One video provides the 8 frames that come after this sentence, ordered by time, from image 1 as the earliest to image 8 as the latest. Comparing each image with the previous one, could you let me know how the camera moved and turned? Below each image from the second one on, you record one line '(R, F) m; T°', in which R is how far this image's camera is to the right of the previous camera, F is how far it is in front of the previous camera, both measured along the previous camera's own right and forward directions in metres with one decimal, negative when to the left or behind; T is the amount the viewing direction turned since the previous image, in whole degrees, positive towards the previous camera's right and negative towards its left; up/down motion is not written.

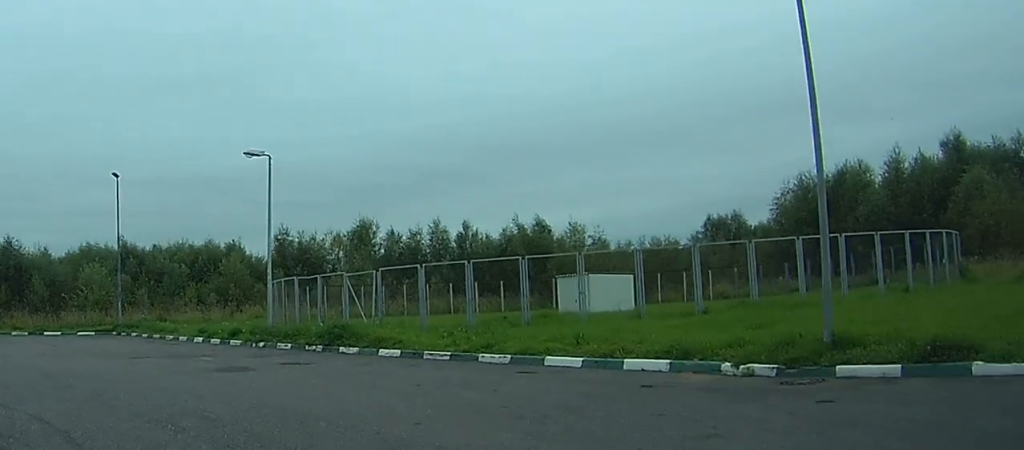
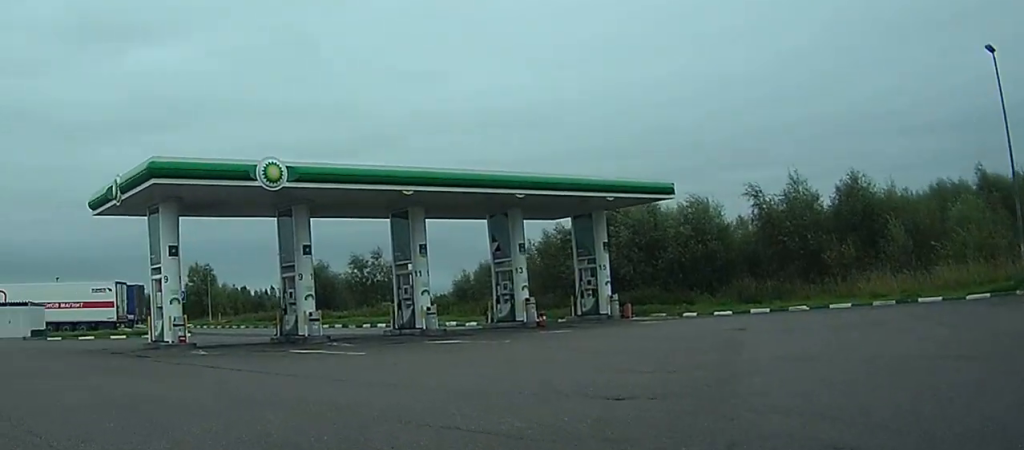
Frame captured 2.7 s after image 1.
(-3.8, +15.0) m; -43°
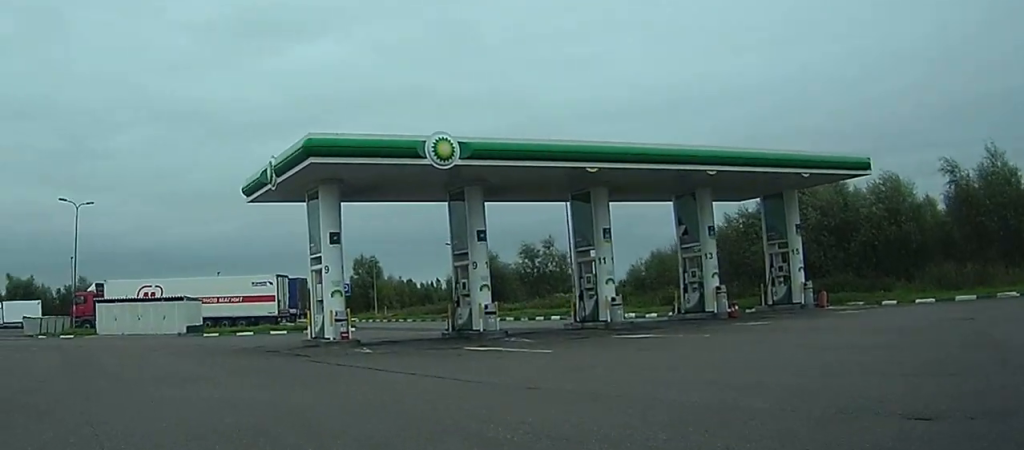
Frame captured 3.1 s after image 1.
(-0.6, +2.6) m; -11°
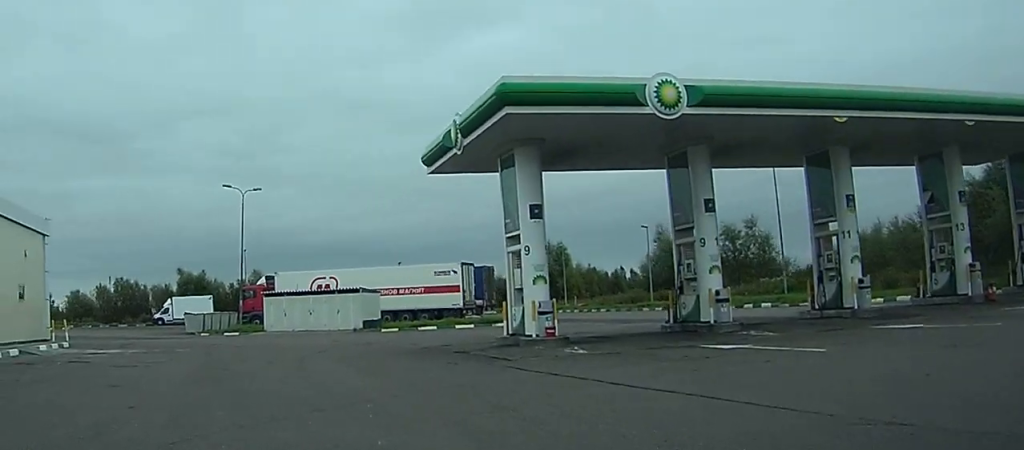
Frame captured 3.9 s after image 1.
(-0.7, +4.4) m; -14°
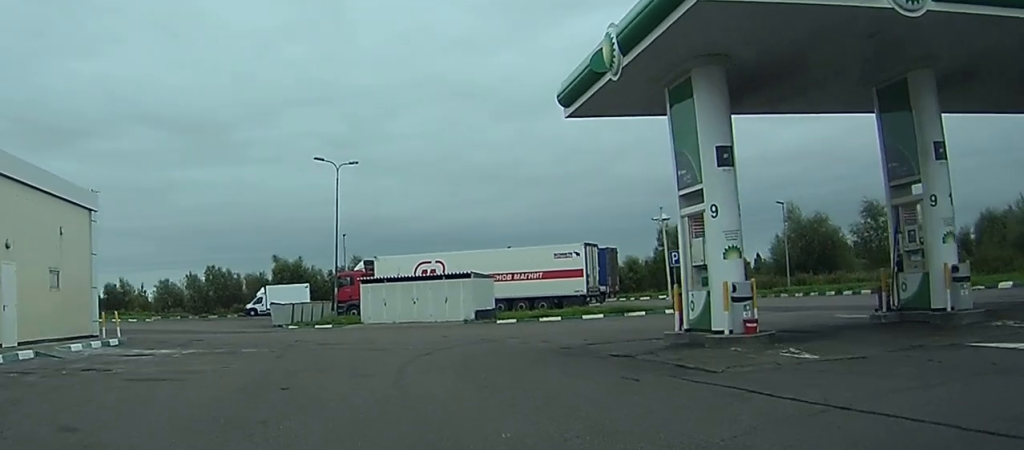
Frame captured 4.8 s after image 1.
(-0.6, +5.7) m; -9°
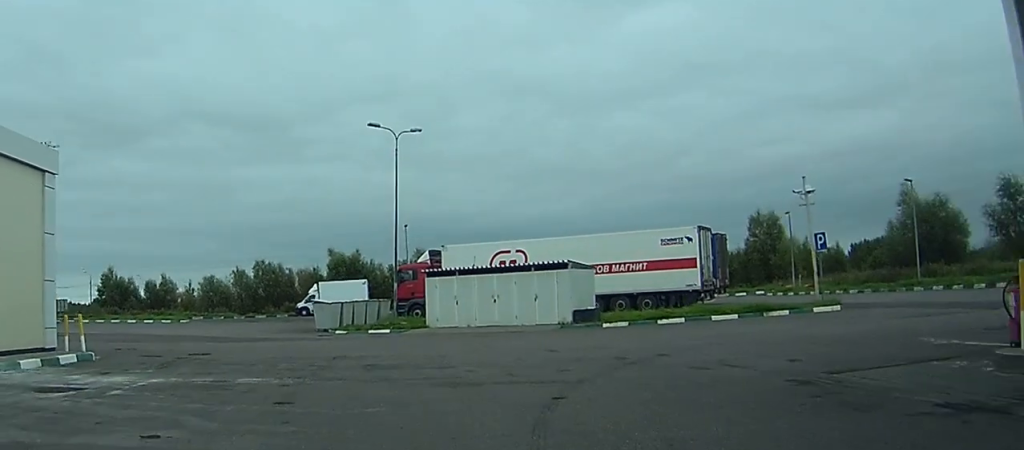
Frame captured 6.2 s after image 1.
(-0.9, +8.3) m; -11°
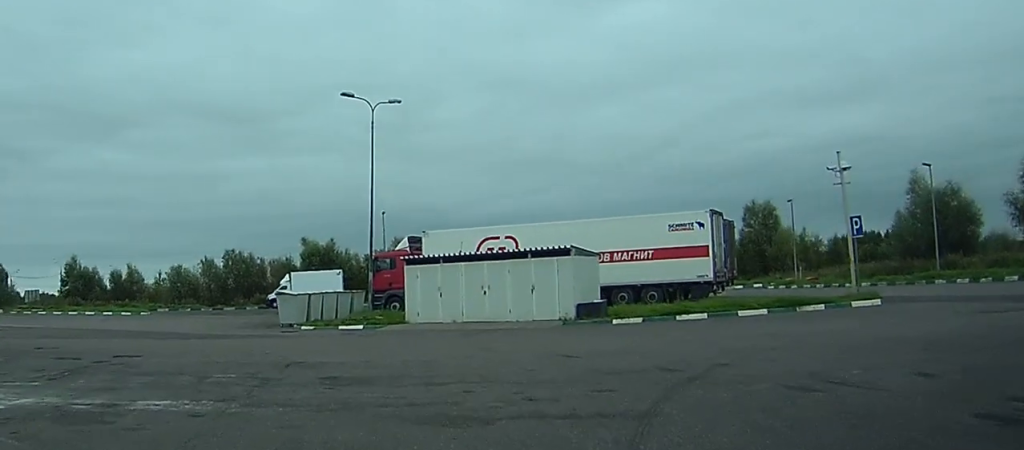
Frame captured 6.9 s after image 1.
(-0.2, +4.6) m; -1°
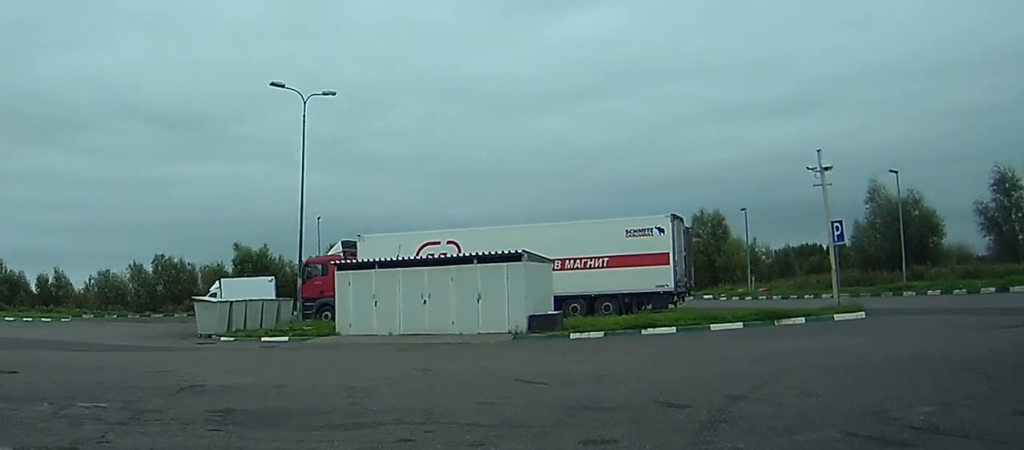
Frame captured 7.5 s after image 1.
(+0.1, +3.4) m; +3°
